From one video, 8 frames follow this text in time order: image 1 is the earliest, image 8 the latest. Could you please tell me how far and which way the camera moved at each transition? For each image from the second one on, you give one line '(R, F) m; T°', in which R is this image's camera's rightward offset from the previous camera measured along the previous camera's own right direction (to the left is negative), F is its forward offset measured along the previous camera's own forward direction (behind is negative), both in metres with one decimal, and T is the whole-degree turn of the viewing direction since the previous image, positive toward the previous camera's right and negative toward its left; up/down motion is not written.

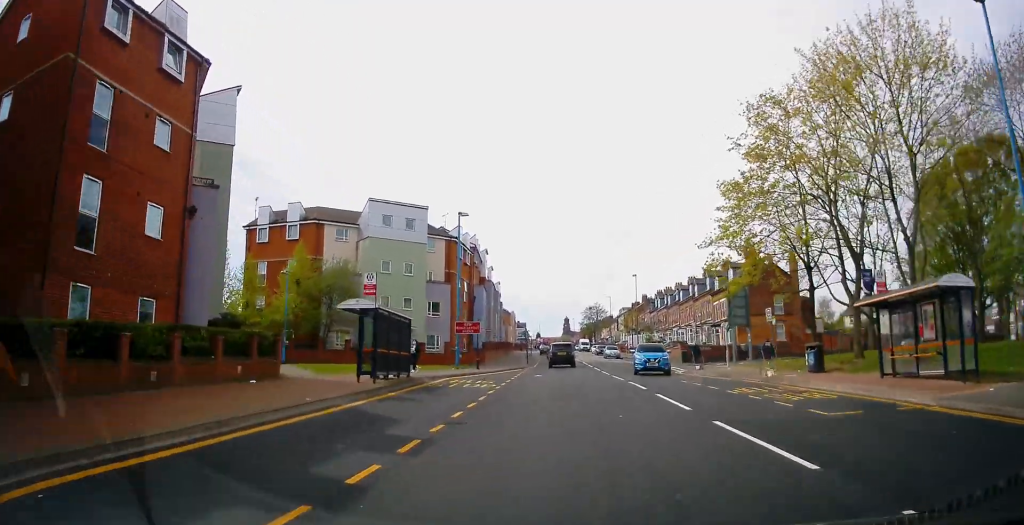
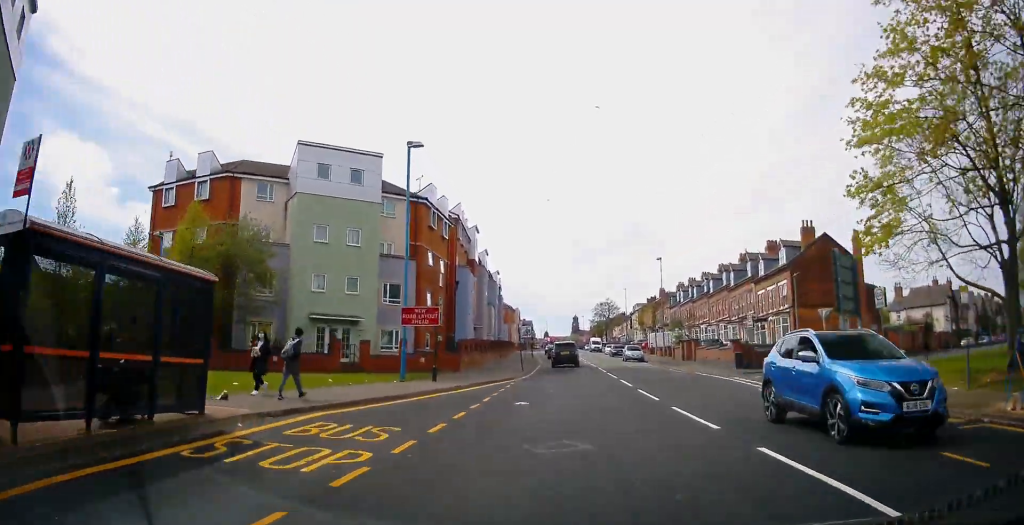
(+0.3, +14.3) m; +2°
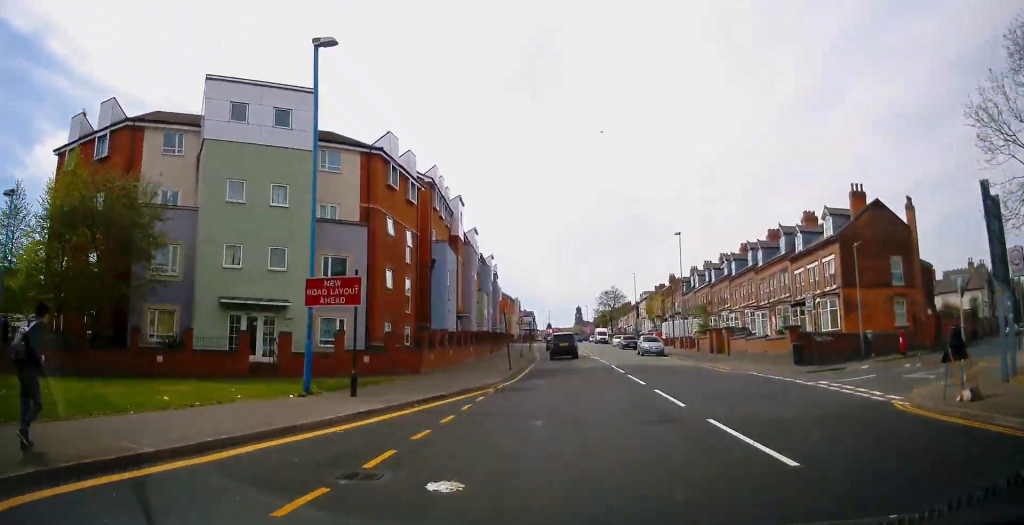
(0.0, +9.5) m; -1°
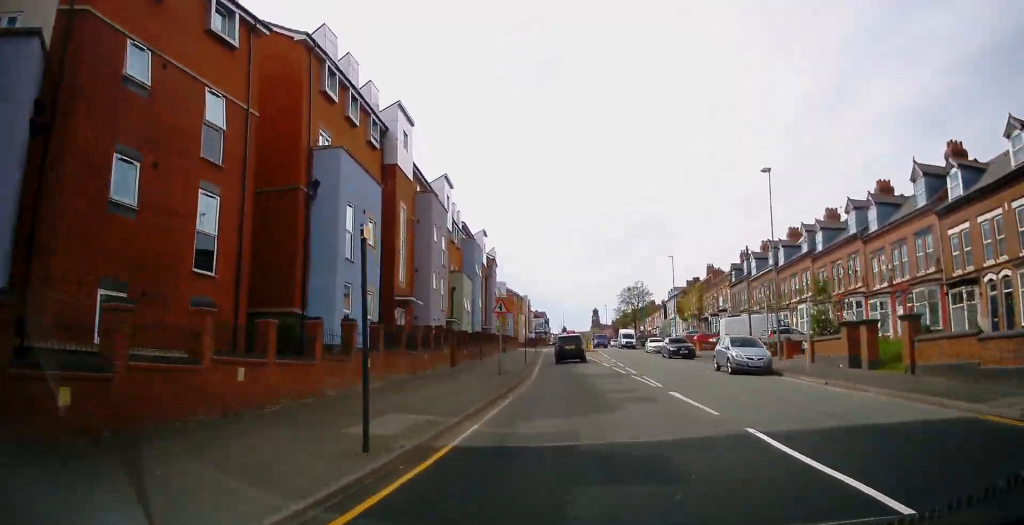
(-0.7, +20.8) m; -1°
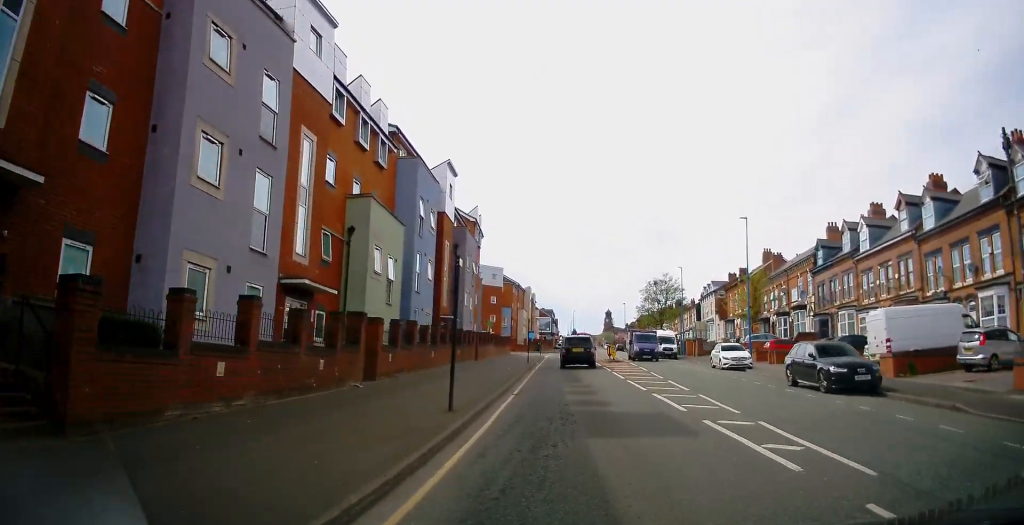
(0.0, +24.1) m; -2°
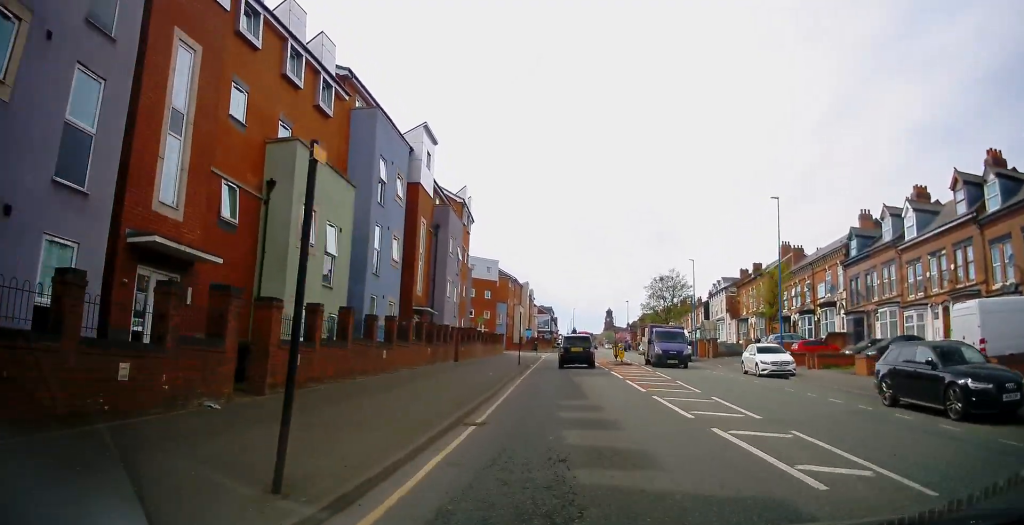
(-0.1, +6.6) m; 0°
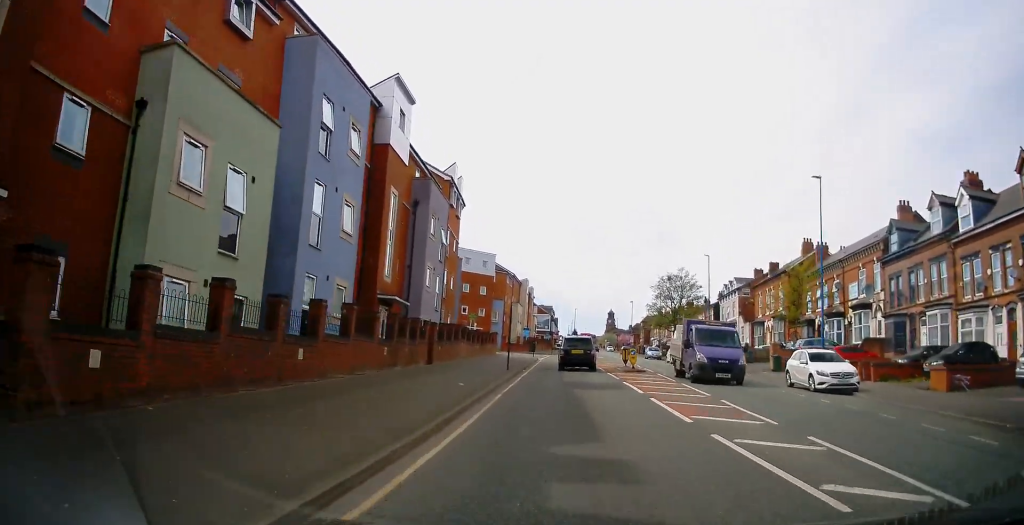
(-0.1, +6.1) m; +1°
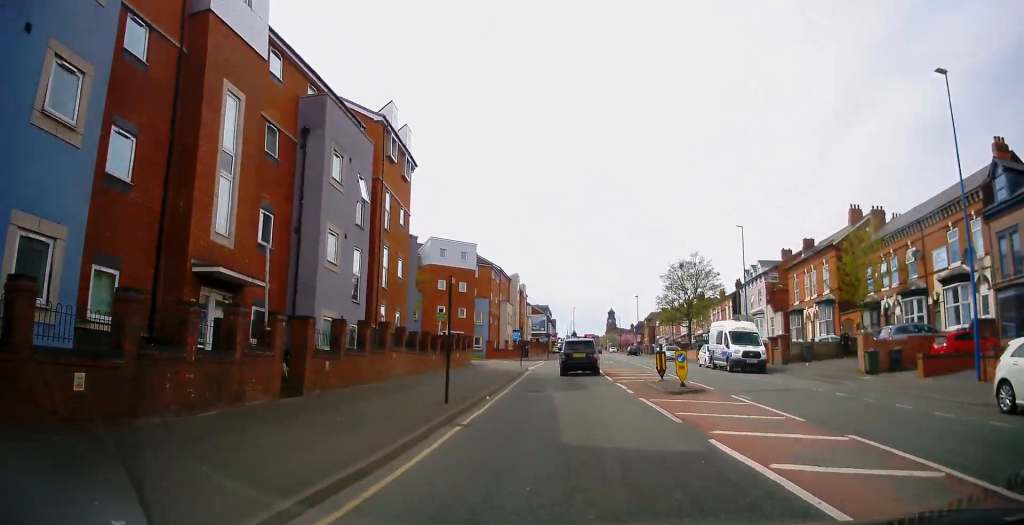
(+0.4, +12.8) m; 0°
